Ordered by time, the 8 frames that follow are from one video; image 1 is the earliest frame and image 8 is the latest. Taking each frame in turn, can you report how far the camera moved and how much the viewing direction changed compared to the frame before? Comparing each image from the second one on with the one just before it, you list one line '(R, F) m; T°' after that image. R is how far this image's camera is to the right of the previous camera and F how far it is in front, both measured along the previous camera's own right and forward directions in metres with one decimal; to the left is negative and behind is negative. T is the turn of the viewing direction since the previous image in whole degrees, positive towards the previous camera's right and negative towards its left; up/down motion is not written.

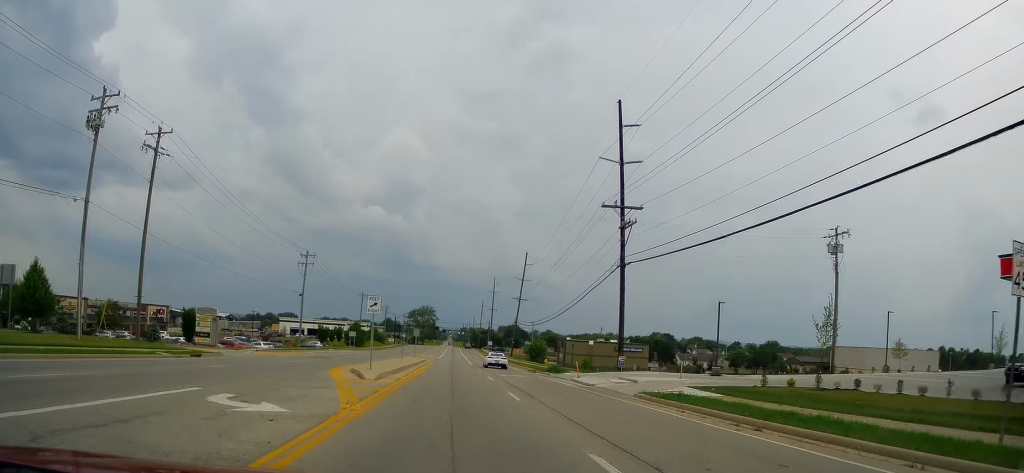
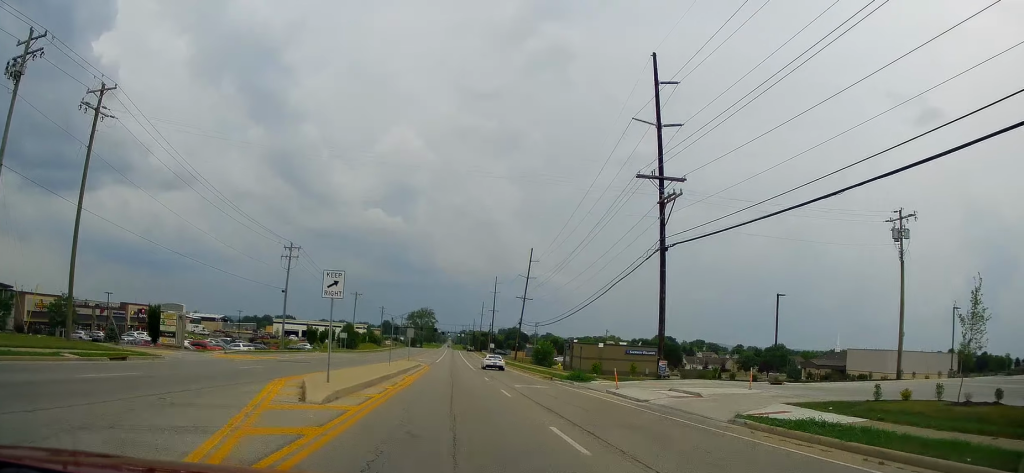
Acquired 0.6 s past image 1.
(0.0, +8.3) m; 0°
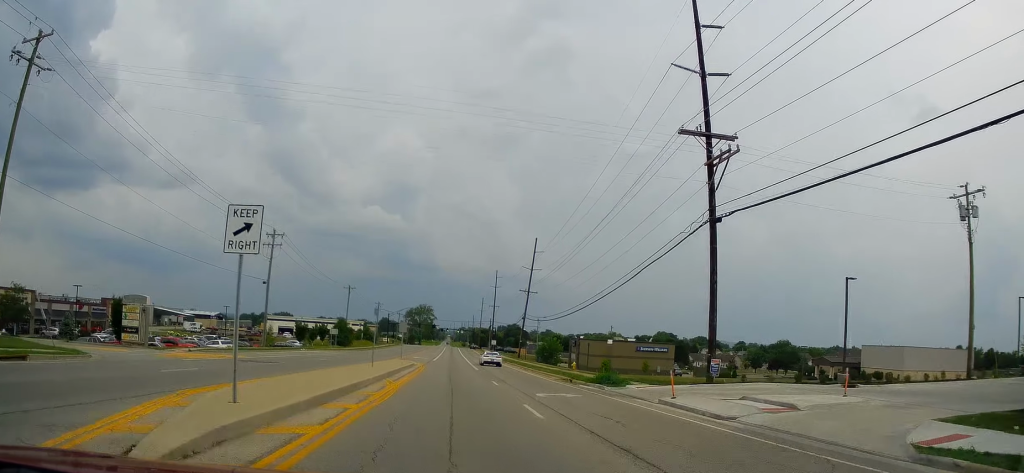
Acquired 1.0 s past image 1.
(0.0, +7.0) m; 0°
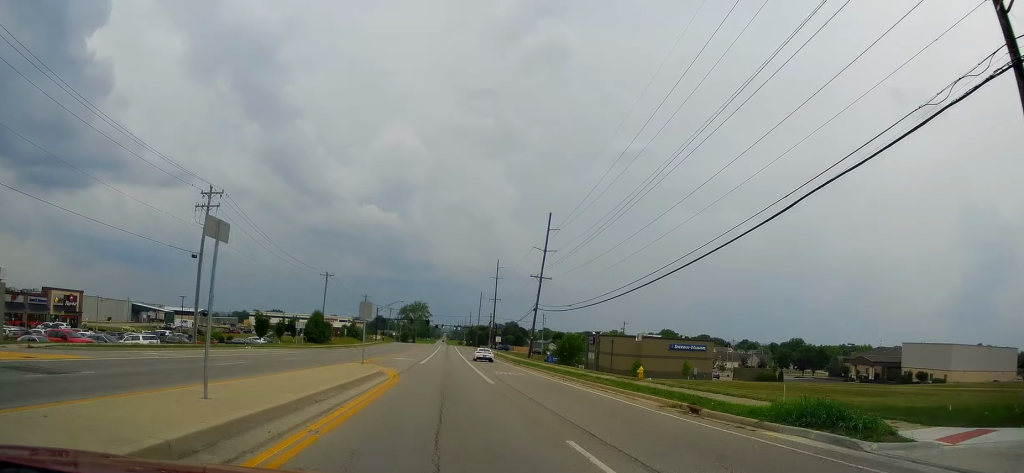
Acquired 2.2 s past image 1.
(+0.2, +18.6) m; +1°
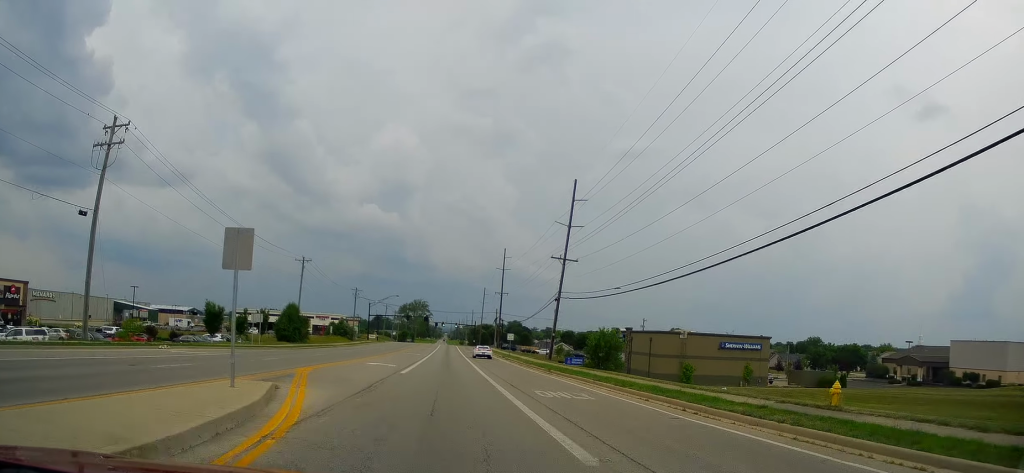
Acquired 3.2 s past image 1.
(+0.1, +17.3) m; -1°
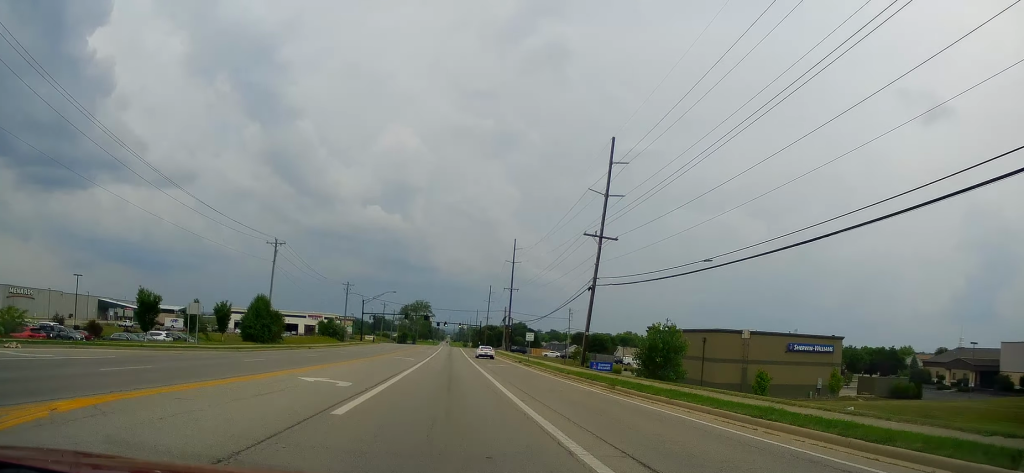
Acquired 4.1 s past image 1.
(-0.4, +15.6) m; -1°
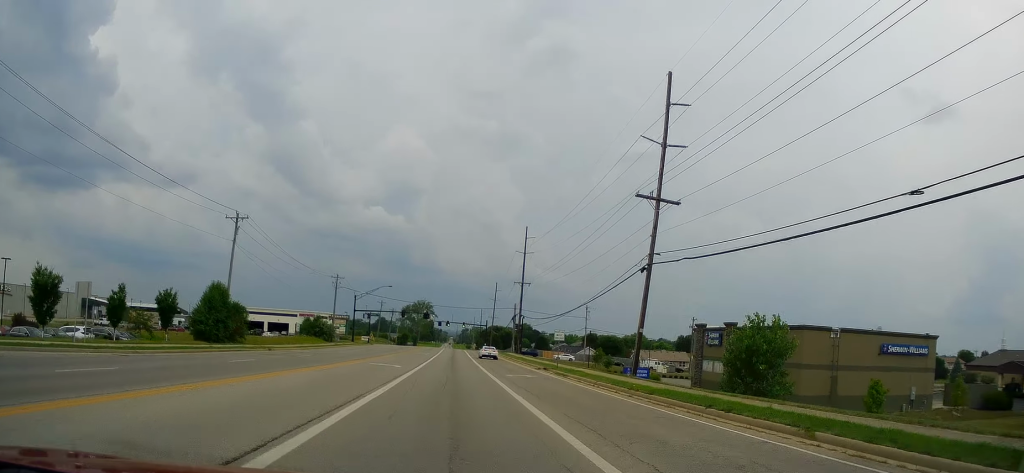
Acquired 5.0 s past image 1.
(0.0, +14.8) m; 0°
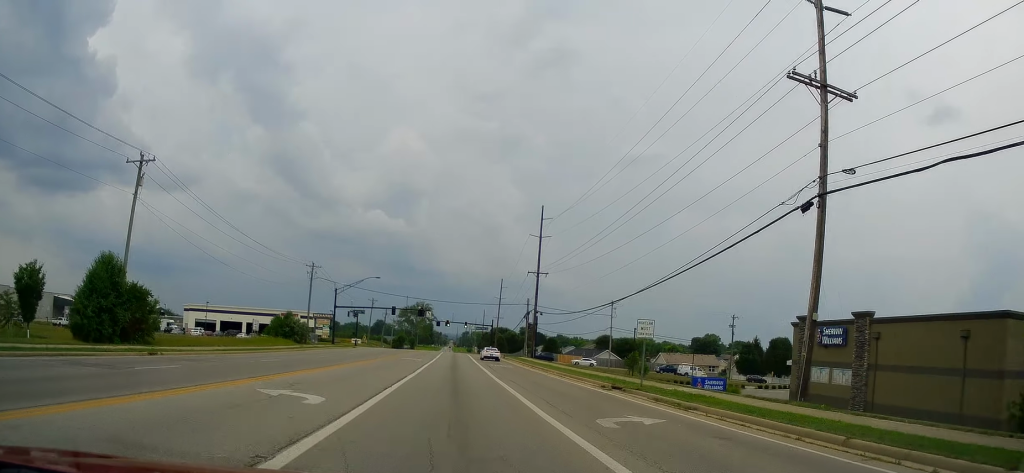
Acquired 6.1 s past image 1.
(0.0, +19.9) m; 0°
